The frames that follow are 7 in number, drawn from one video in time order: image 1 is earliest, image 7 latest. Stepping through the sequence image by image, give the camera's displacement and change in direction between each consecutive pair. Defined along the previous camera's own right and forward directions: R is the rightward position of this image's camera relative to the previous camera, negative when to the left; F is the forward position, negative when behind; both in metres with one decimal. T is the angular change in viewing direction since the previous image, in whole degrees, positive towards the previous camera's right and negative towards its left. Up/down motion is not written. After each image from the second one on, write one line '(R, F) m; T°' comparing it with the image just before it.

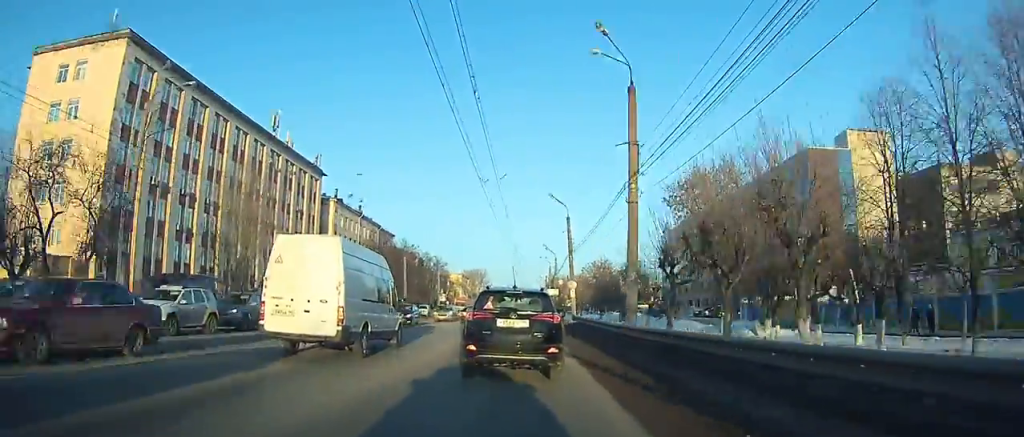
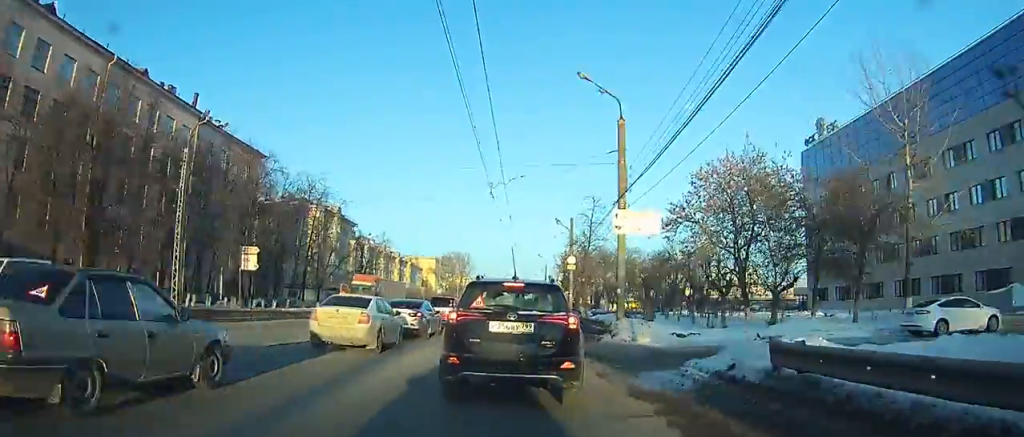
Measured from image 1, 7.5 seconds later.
(0.0, +75.8) m; 0°
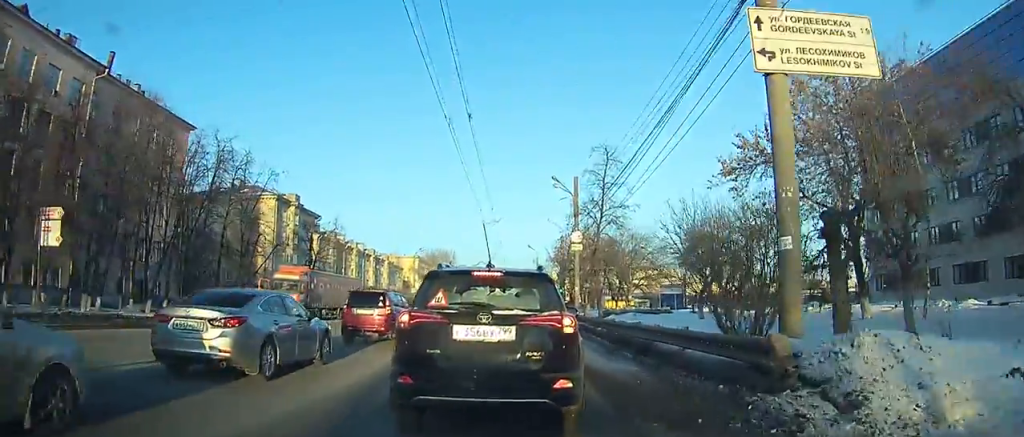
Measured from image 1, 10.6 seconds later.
(+0.1, +16.9) m; 0°
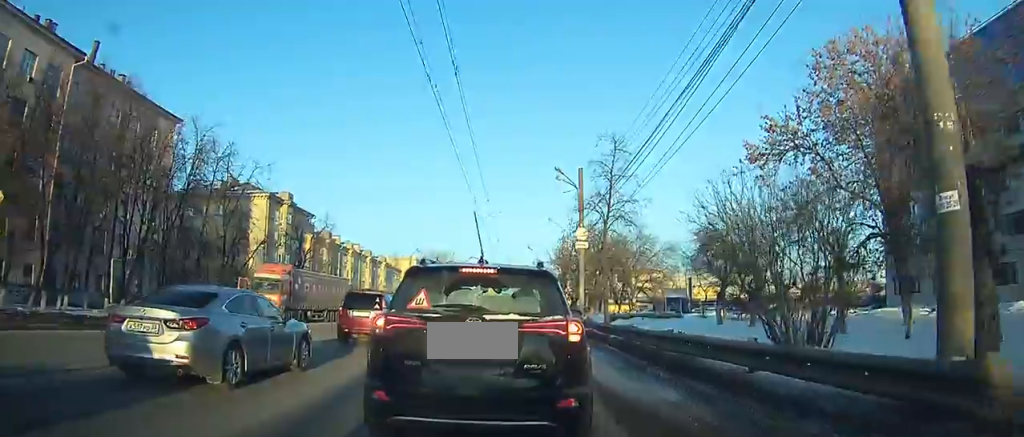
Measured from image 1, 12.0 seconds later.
(+0.1, +5.9) m; 0°
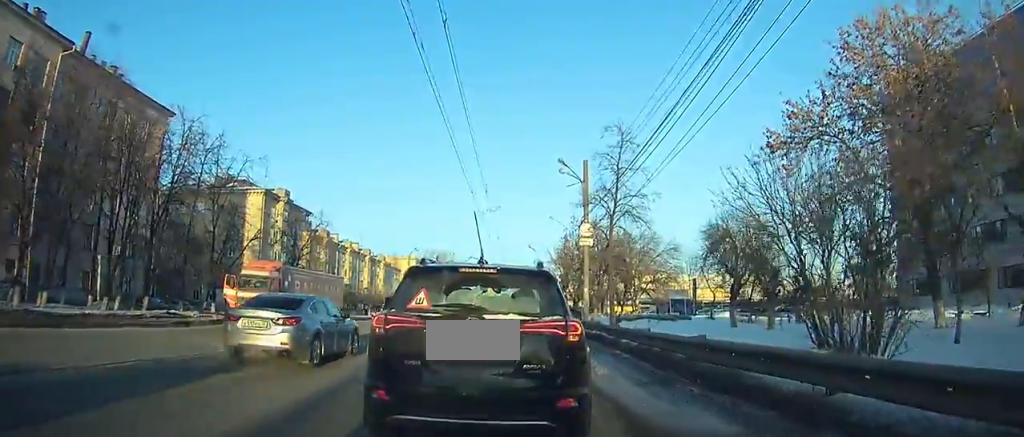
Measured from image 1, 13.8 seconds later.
(-0.1, +5.4) m; -1°
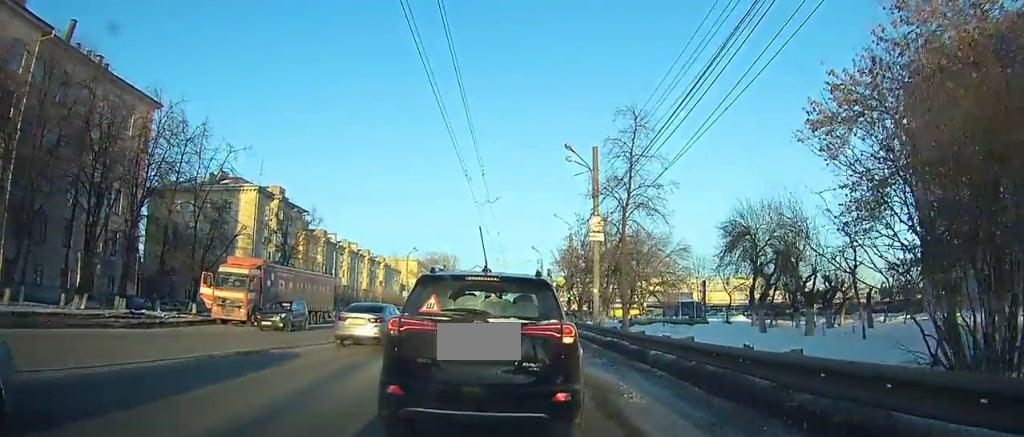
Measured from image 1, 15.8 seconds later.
(0.0, +6.1) m; 0°
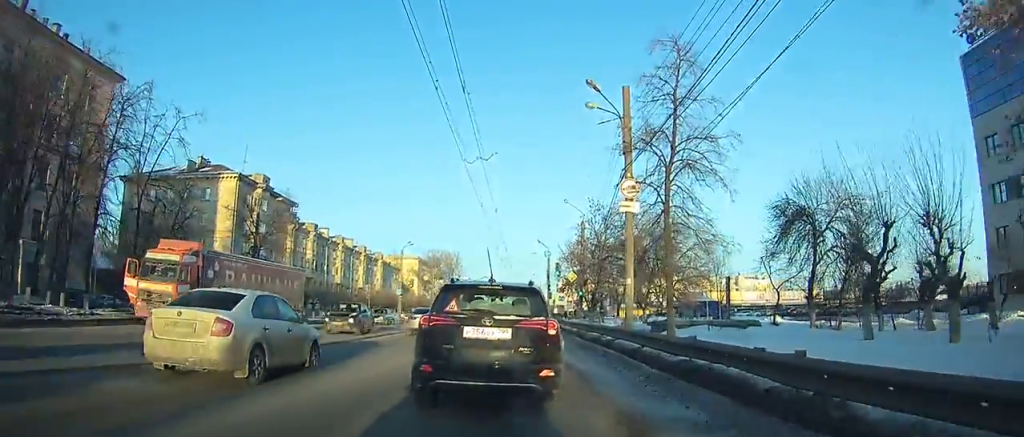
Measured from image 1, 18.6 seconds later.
(+0.1, +9.5) m; 0°
